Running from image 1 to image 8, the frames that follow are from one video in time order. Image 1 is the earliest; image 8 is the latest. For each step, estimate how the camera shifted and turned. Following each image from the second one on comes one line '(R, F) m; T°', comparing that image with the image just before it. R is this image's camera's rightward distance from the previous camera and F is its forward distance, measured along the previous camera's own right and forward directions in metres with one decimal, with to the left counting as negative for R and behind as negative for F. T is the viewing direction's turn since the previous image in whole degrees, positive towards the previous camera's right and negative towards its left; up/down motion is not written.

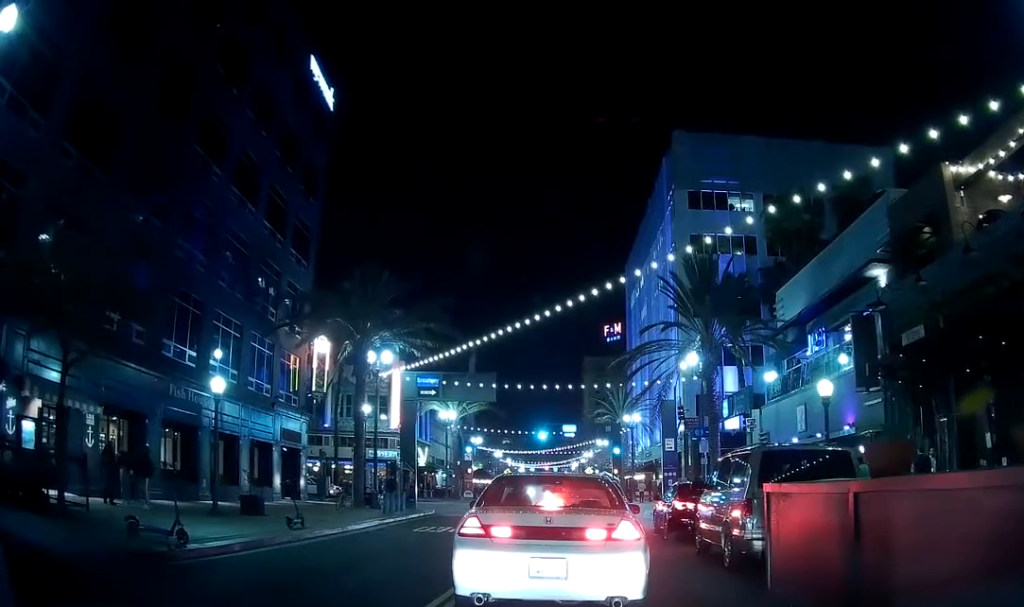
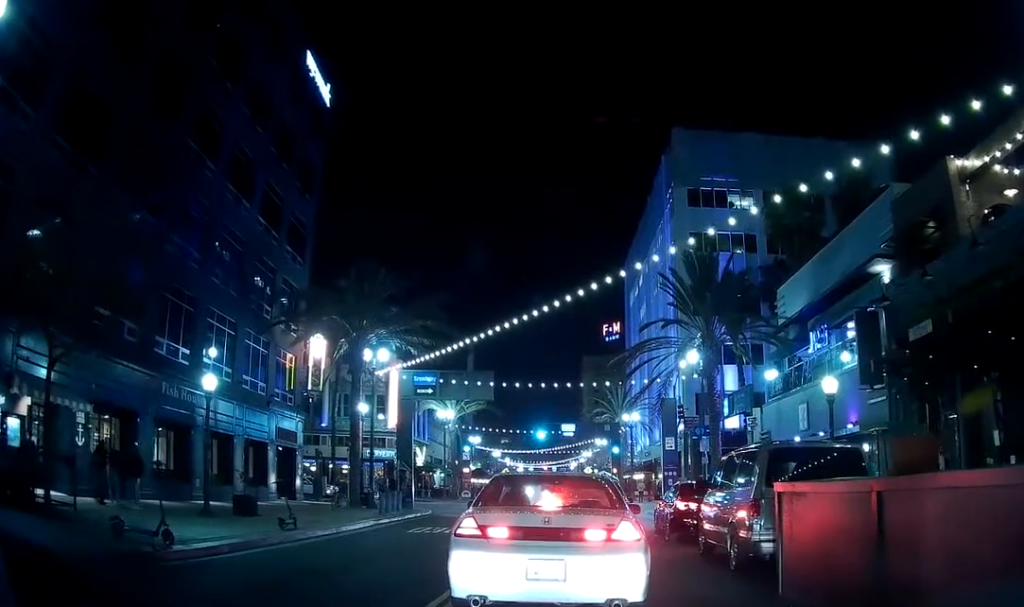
(+0.2, +0.4) m; 0°
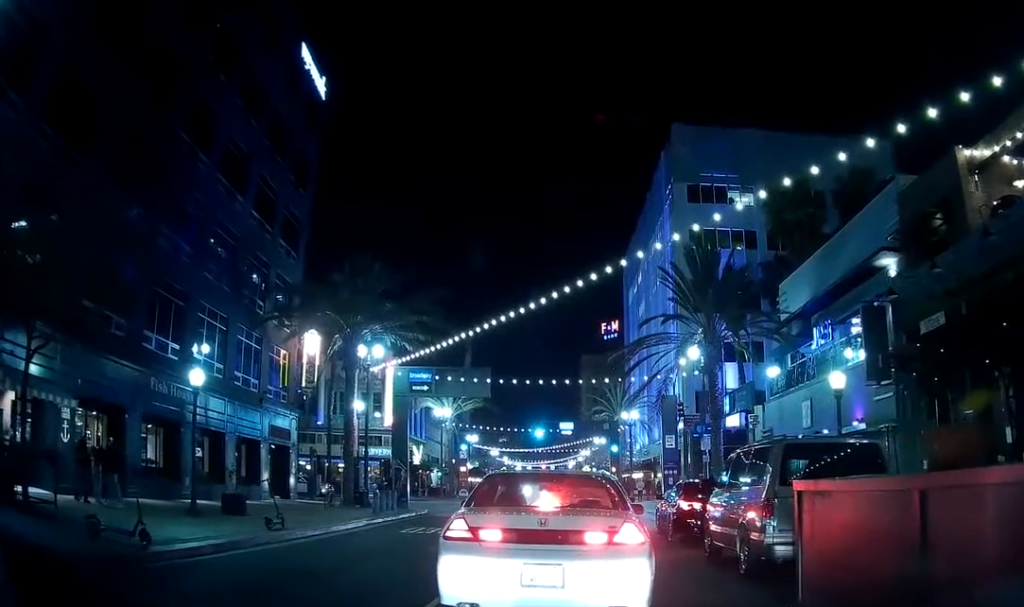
(+0.2, +0.6) m; 0°
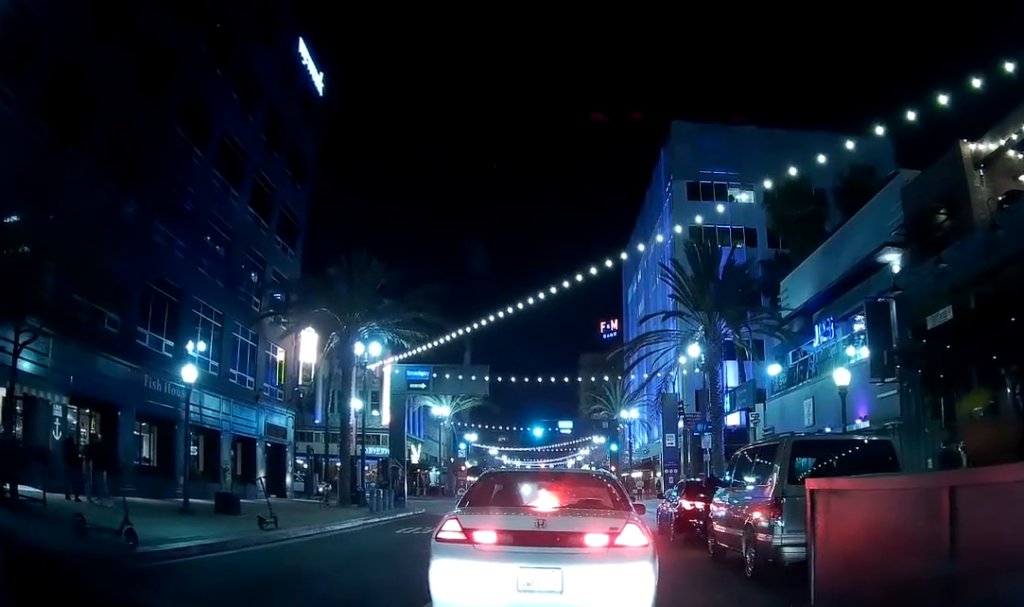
(+0.1, +0.4) m; 0°
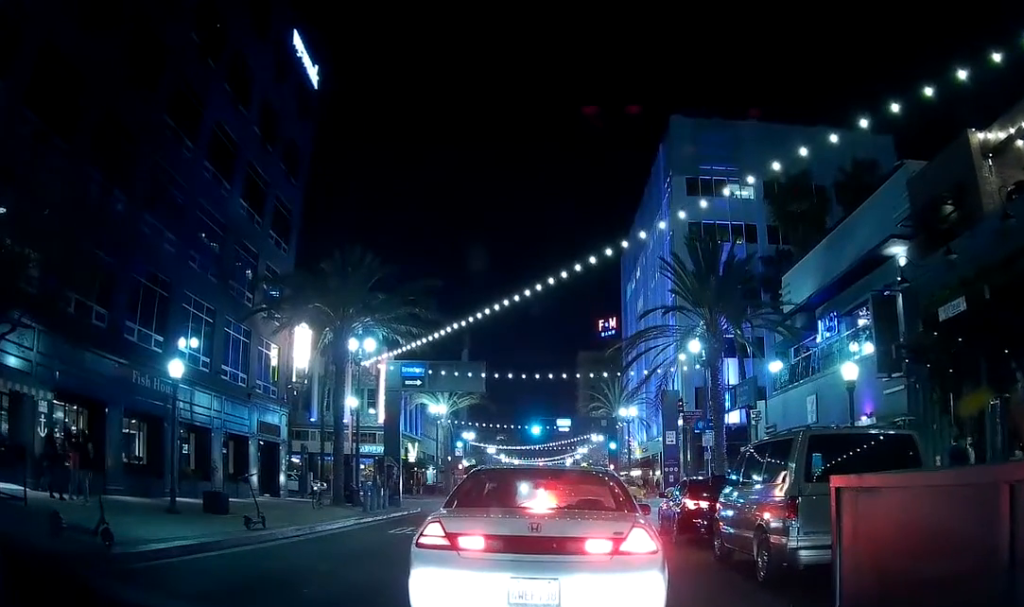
(+0.4, +1.0) m; 0°
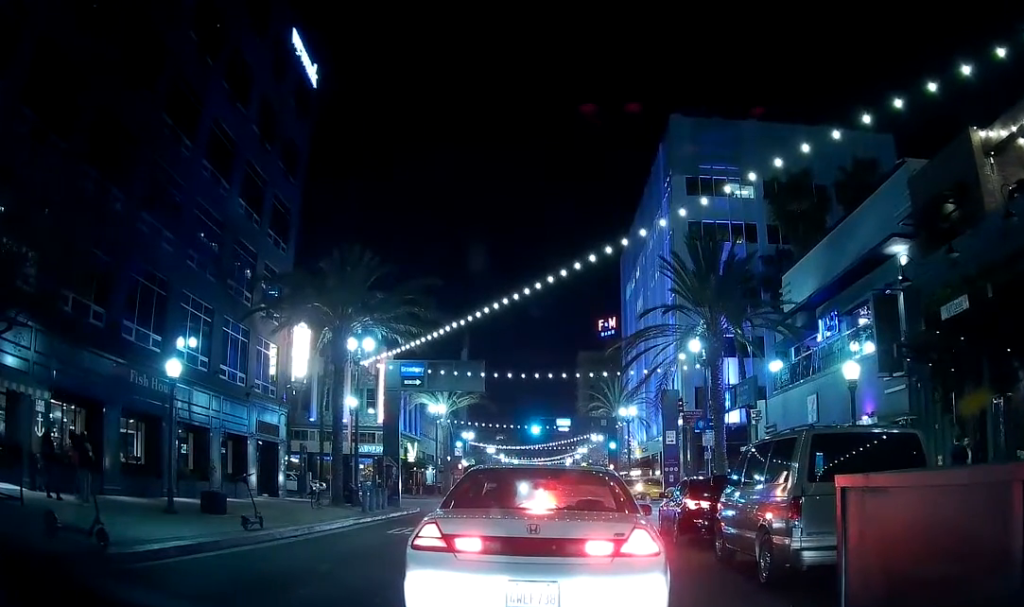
(+0.2, +0.6) m; 0°
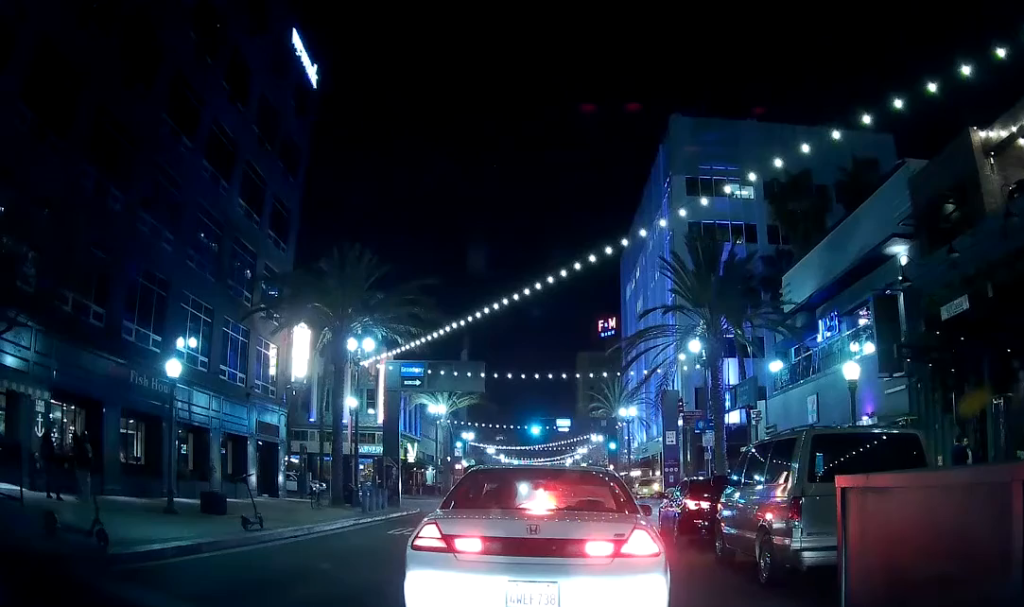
(+0.1, +0.2) m; 0°
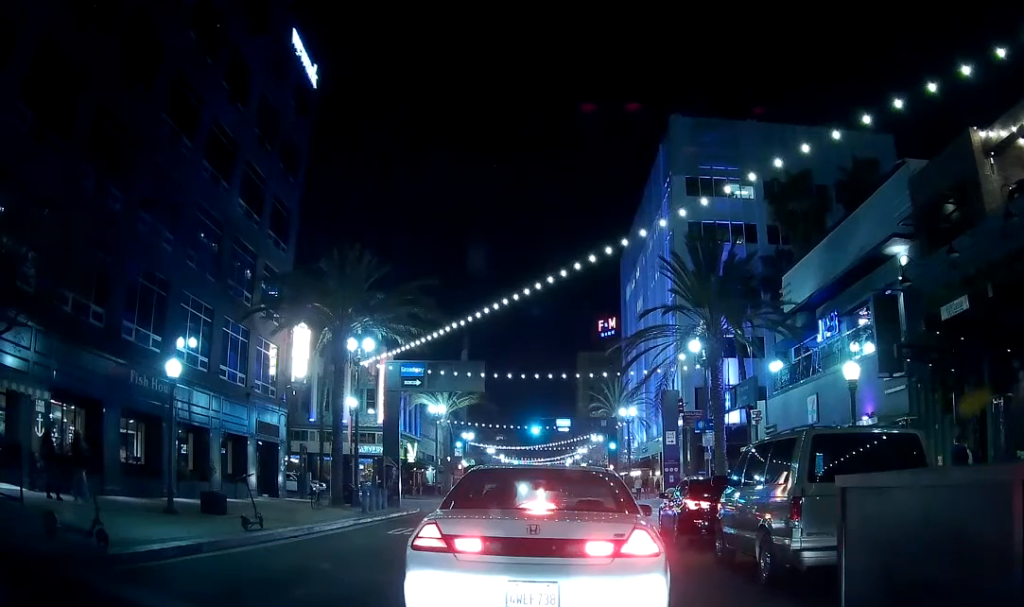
(+0.1, +0.4) m; 0°
